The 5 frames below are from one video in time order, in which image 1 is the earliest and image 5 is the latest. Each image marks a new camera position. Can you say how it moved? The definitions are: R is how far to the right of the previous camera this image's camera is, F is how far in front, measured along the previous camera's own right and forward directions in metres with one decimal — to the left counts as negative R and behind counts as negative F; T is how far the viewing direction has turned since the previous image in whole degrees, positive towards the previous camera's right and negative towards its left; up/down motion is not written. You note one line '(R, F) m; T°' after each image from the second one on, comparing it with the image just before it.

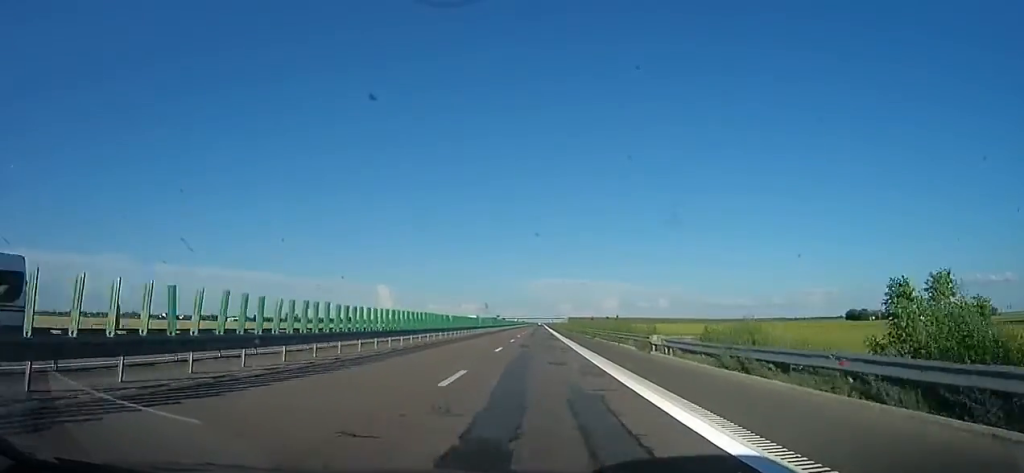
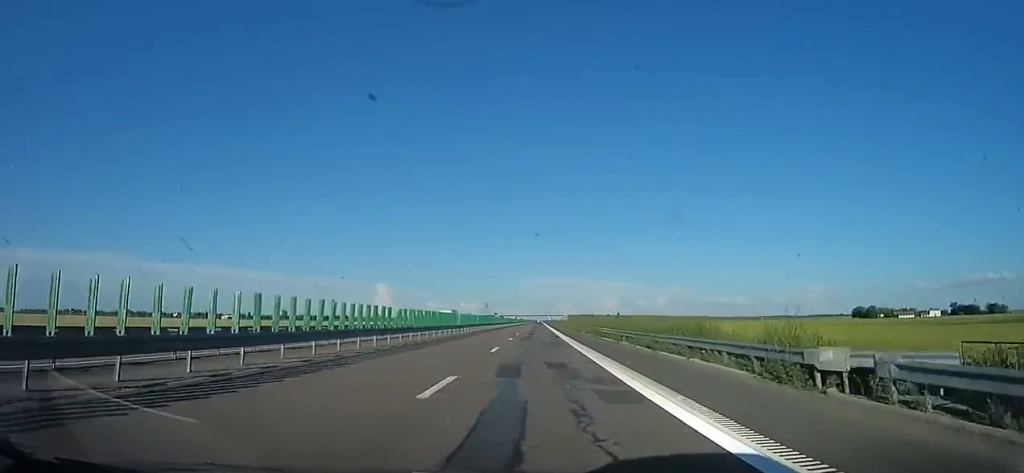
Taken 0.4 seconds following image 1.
(+0.3, +14.0) m; +1°
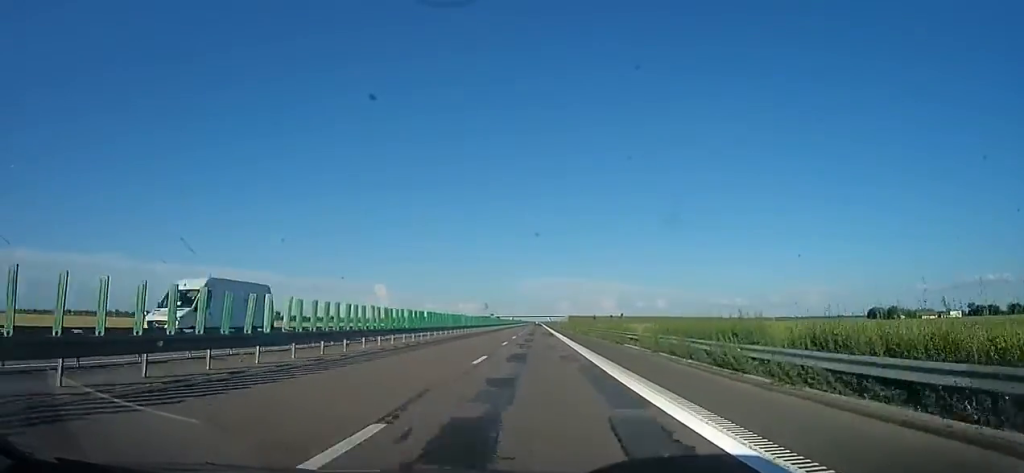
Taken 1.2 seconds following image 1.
(+0.1, +29.4) m; 0°
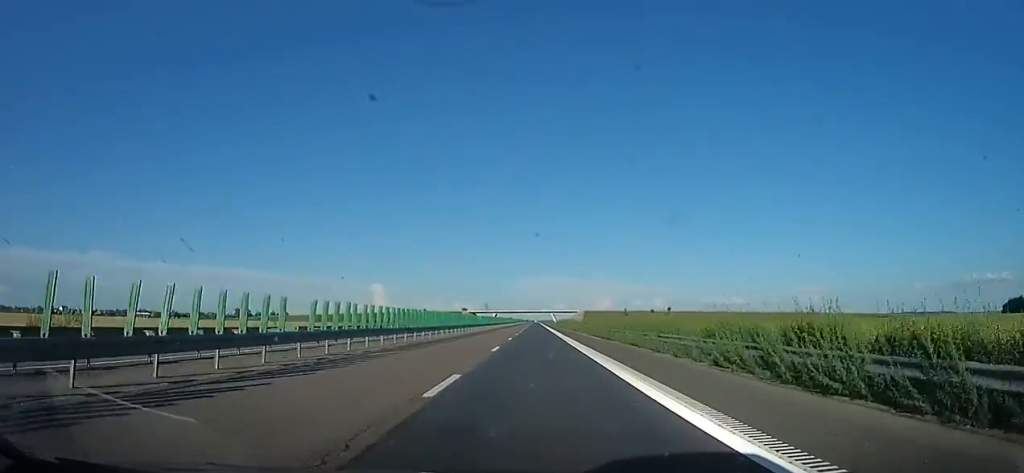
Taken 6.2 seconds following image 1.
(-3.1, +173.6) m; 0°
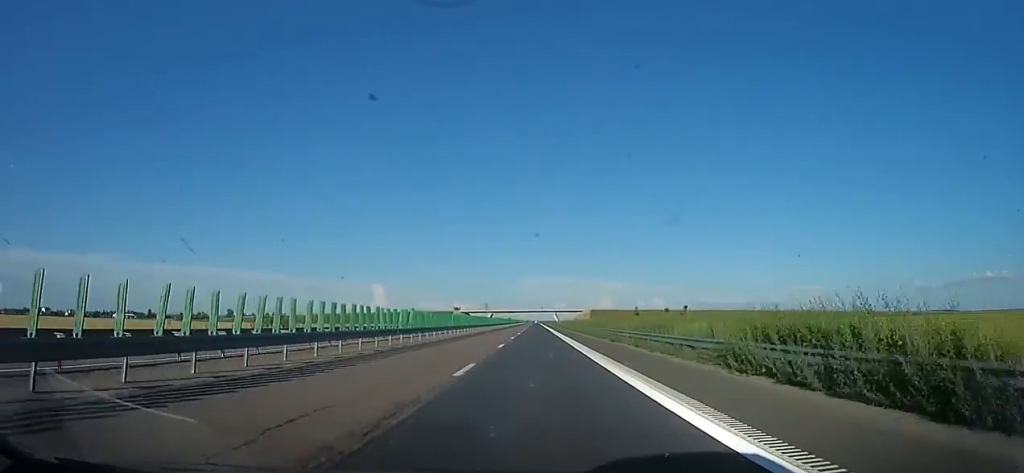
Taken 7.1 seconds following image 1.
(0.0, +32.4) m; 0°
